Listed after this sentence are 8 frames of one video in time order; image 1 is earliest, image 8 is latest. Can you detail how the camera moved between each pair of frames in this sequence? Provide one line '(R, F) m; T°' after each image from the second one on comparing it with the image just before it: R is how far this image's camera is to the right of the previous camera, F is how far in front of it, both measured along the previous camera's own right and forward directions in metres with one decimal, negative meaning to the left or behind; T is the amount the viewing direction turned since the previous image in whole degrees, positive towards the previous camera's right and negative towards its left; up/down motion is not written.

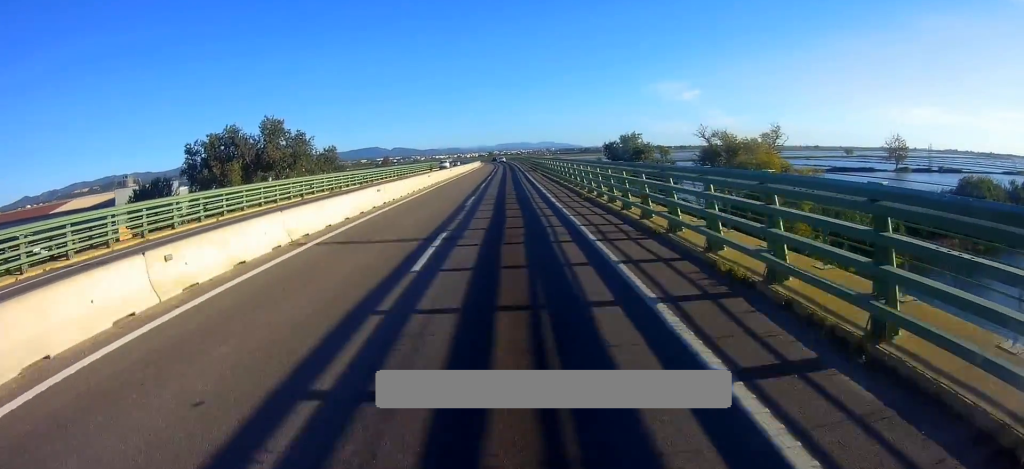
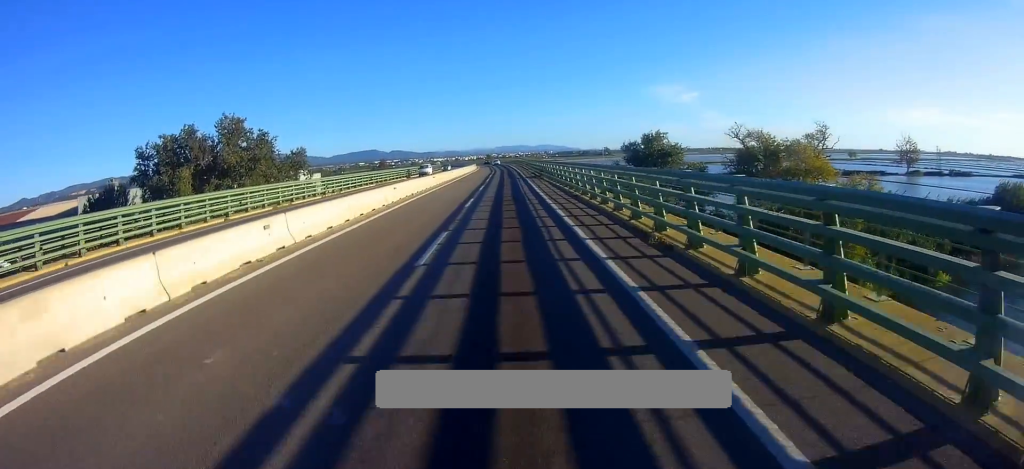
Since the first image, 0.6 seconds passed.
(0.0, +11.2) m; 0°
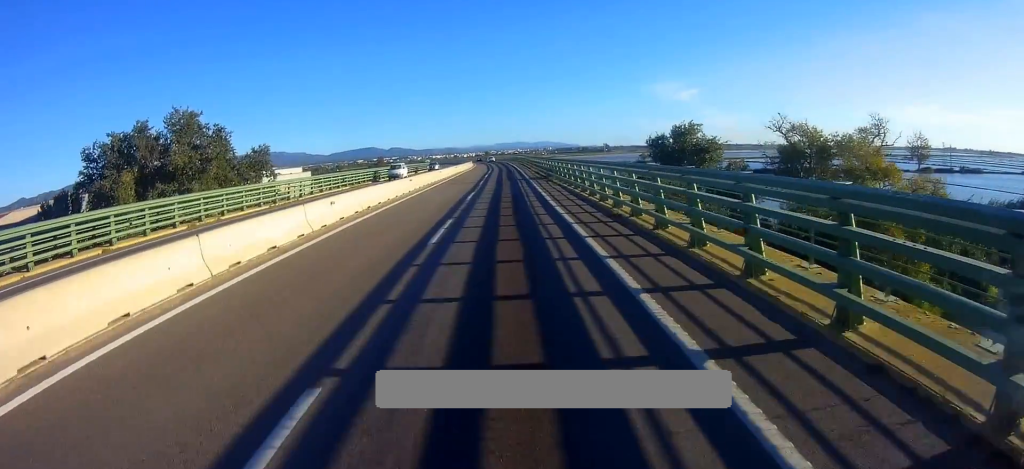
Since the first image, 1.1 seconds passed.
(0.0, +9.7) m; 0°
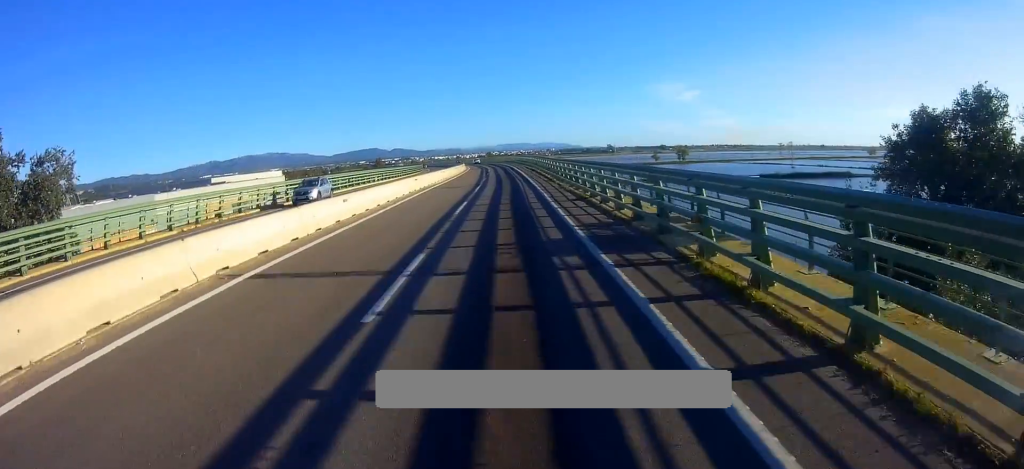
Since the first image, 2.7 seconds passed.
(+0.5, +28.2) m; +2°
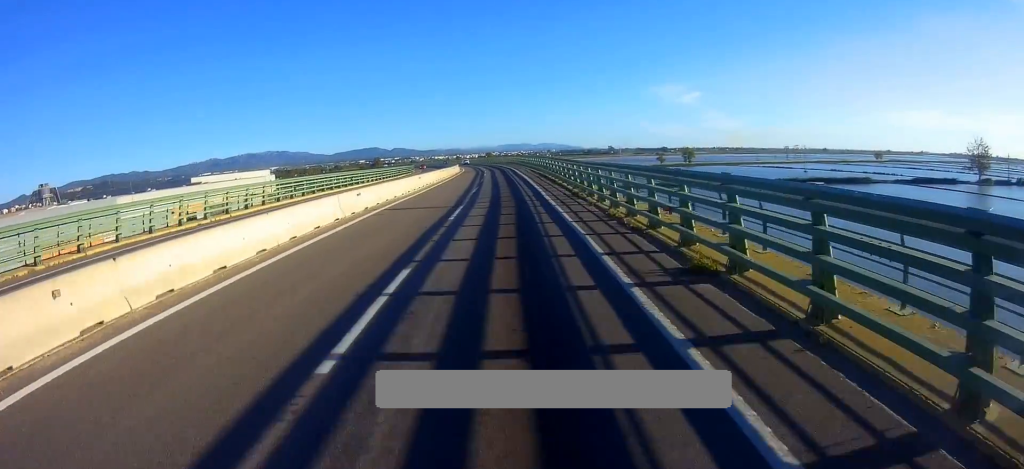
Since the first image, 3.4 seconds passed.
(+0.1, +12.2) m; 0°
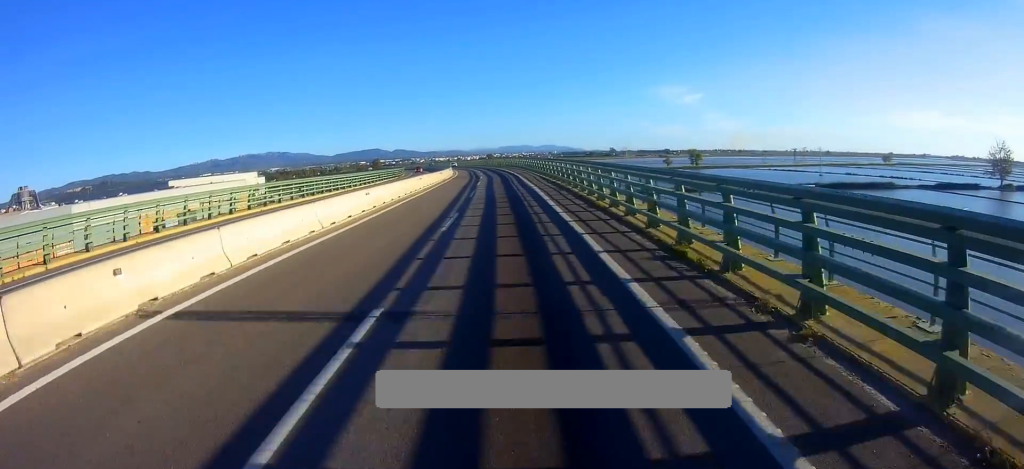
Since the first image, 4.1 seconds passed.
(-0.1, +11.7) m; -1°
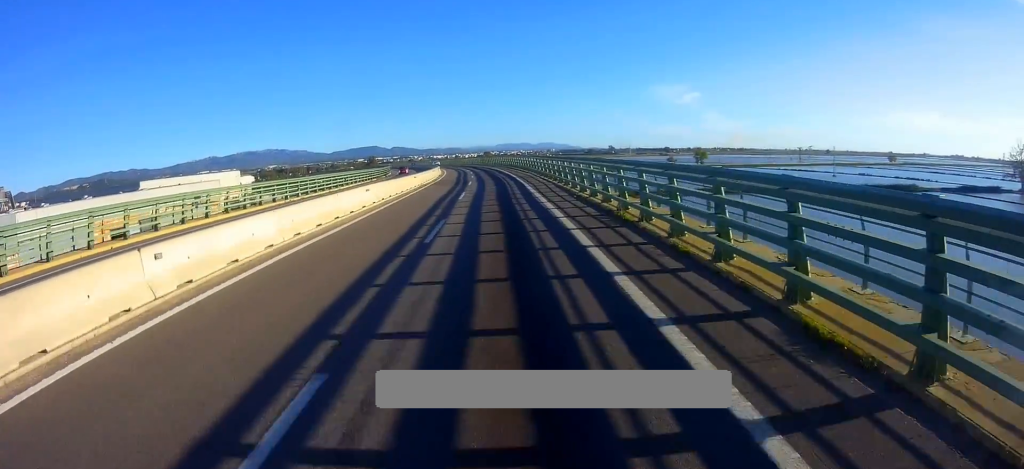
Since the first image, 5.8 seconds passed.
(-0.6, +29.3) m; -2°
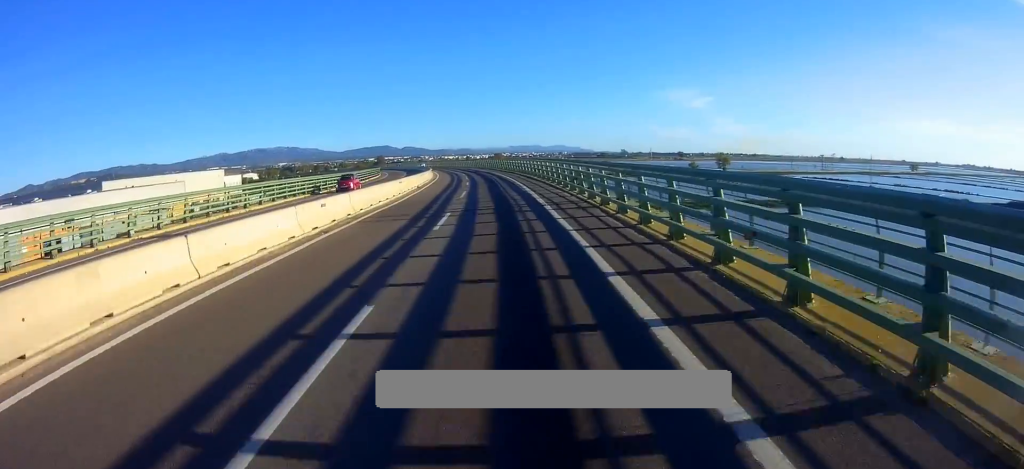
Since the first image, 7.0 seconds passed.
(-0.1, +20.3) m; -1°
